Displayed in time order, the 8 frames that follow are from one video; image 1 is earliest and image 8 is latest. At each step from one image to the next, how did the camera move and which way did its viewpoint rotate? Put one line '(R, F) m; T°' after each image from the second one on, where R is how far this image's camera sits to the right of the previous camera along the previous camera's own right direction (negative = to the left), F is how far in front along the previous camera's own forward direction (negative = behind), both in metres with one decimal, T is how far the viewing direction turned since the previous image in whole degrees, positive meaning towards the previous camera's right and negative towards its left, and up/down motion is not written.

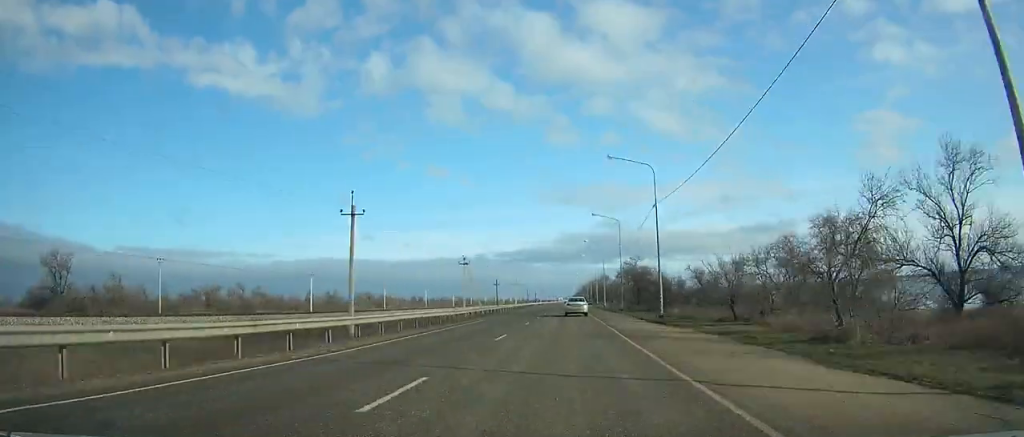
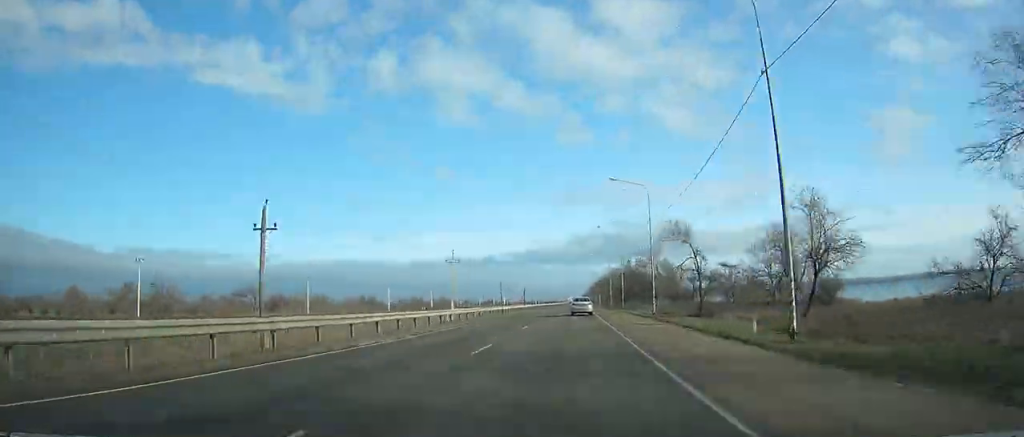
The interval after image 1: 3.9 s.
(+1.8, +87.0) m; +5°
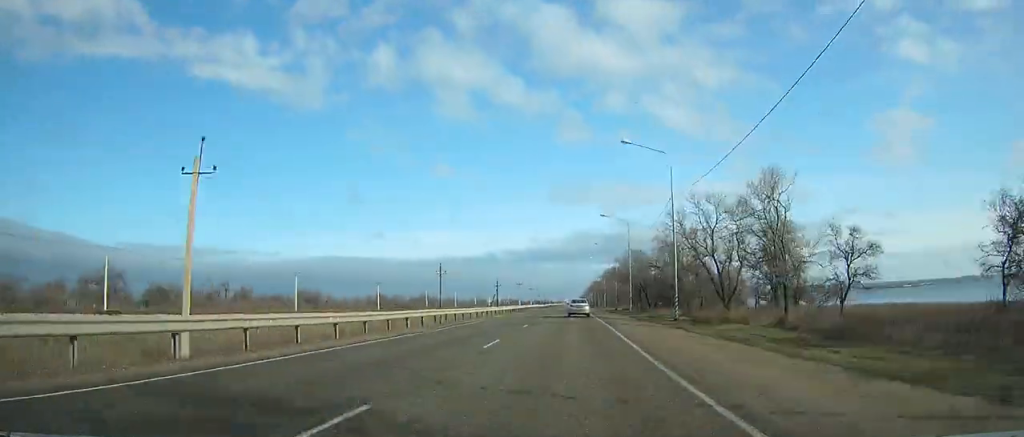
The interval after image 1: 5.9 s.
(+2.2, +44.7) m; -2°
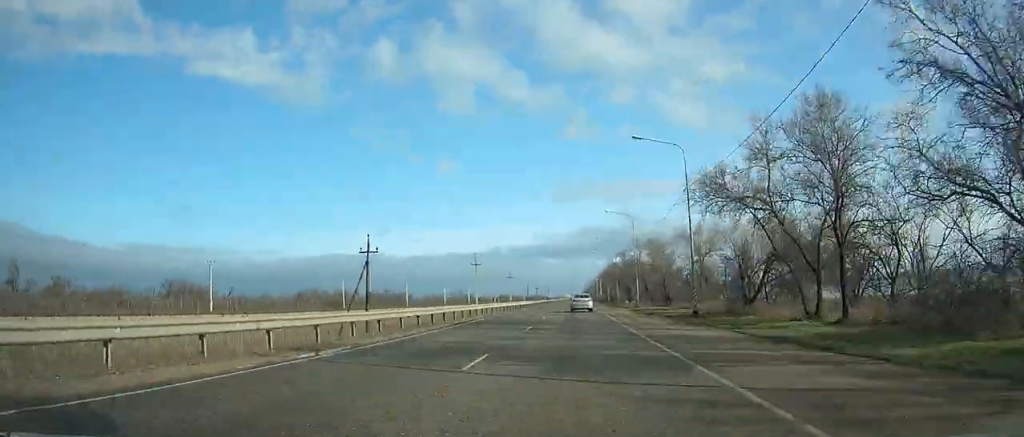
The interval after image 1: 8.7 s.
(-3.0, +63.8) m; -4°
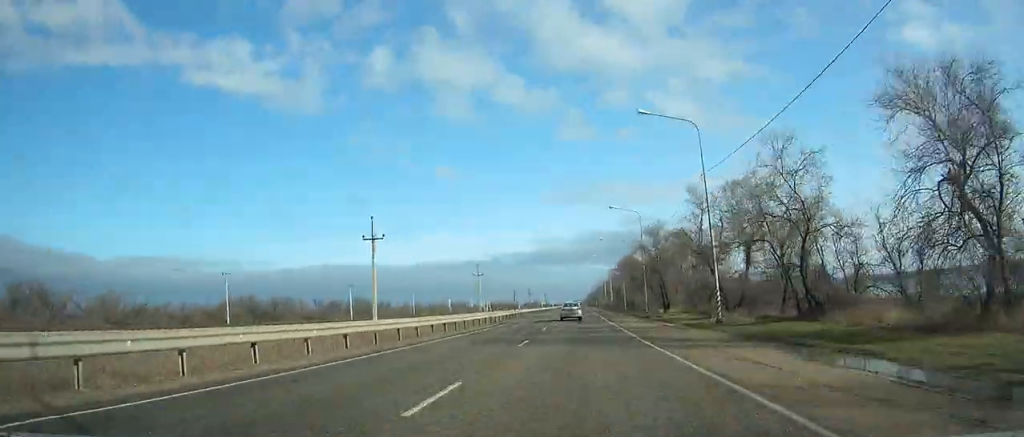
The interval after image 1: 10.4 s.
(-3.3, +40.0) m; -2°
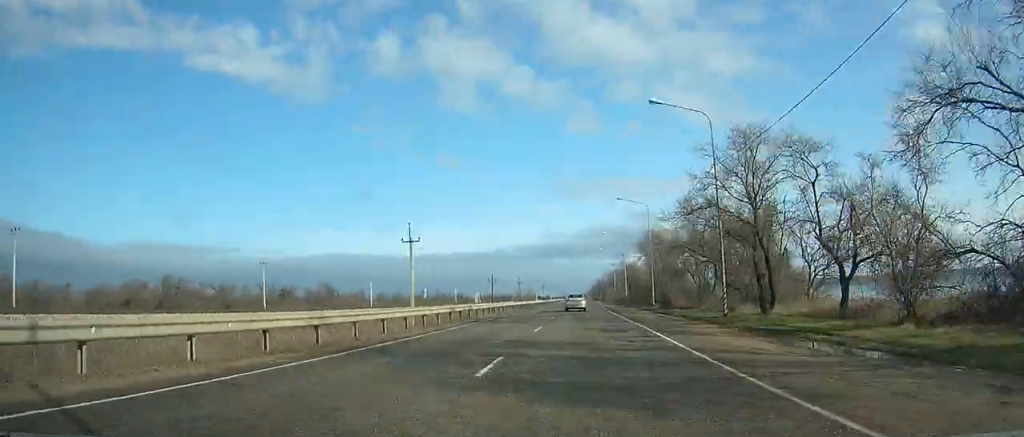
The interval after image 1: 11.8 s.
(+1.8, +33.0) m; +3°
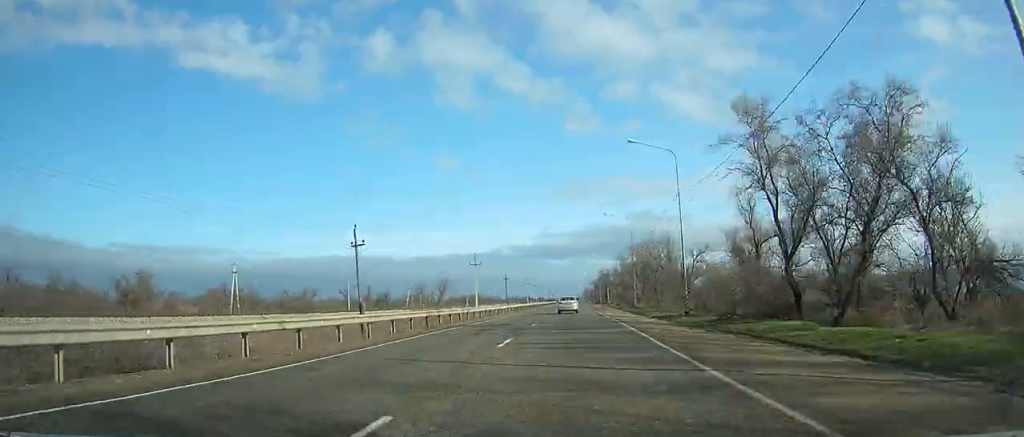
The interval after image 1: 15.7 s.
(+5.9, +91.1) m; +1°
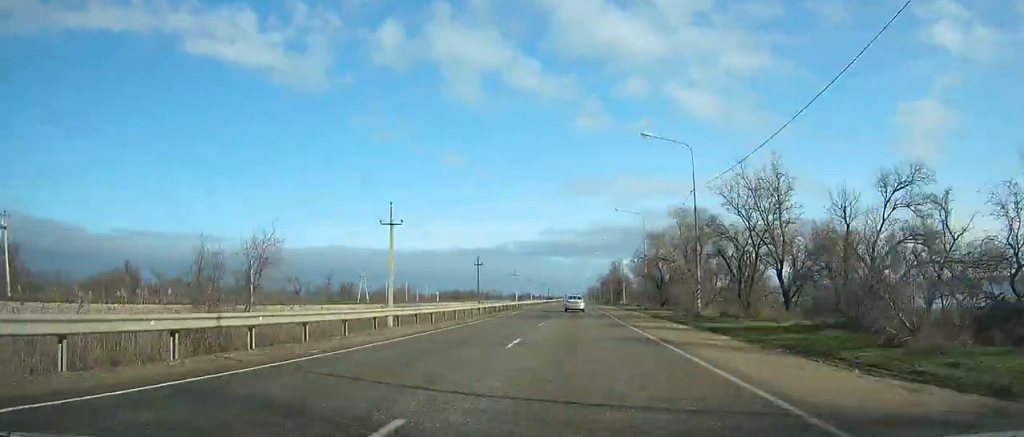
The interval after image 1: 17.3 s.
(-1.5, +38.4) m; -1°
